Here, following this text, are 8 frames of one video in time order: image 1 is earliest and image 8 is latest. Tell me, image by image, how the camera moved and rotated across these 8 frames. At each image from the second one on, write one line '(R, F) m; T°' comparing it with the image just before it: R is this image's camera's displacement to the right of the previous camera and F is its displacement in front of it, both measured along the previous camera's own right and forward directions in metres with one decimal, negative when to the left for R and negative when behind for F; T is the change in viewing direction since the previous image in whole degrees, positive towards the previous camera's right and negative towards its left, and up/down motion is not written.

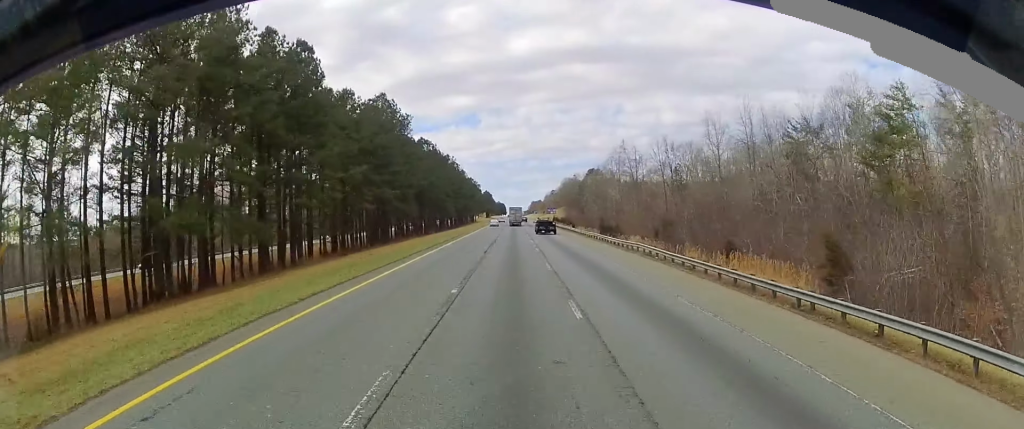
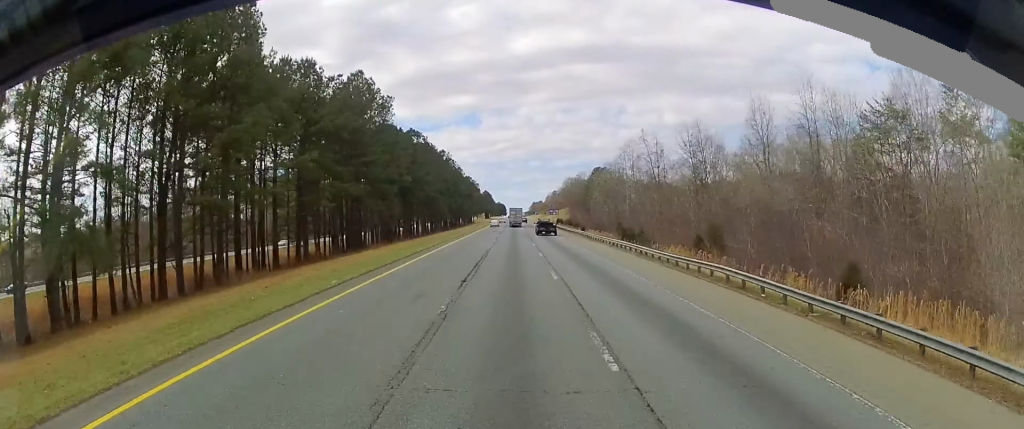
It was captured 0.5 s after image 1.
(0.0, +16.0) m; 0°
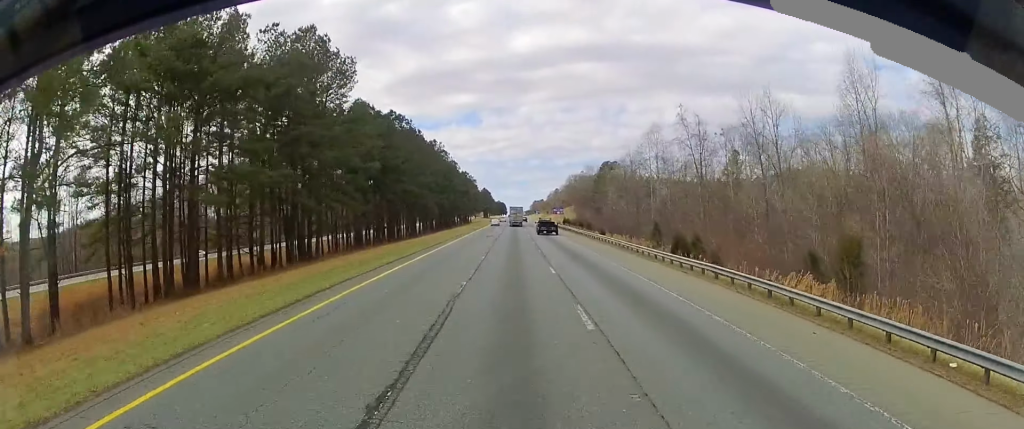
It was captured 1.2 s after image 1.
(0.0, +21.3) m; 0°
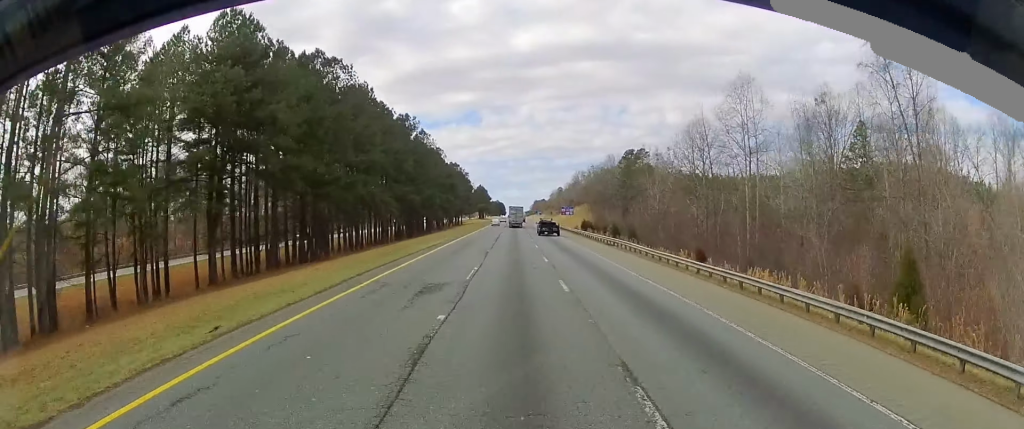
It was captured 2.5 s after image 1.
(0.0, +42.6) m; 0°
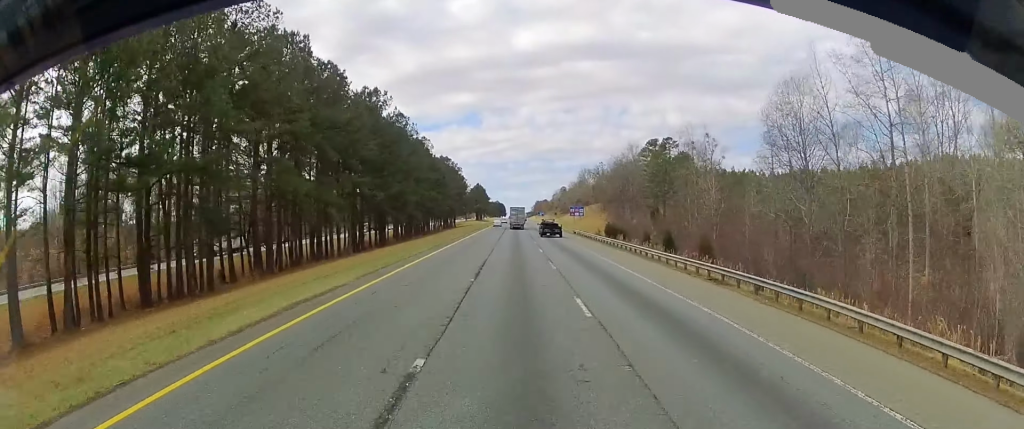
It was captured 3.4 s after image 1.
(0.0, +27.7) m; 0°
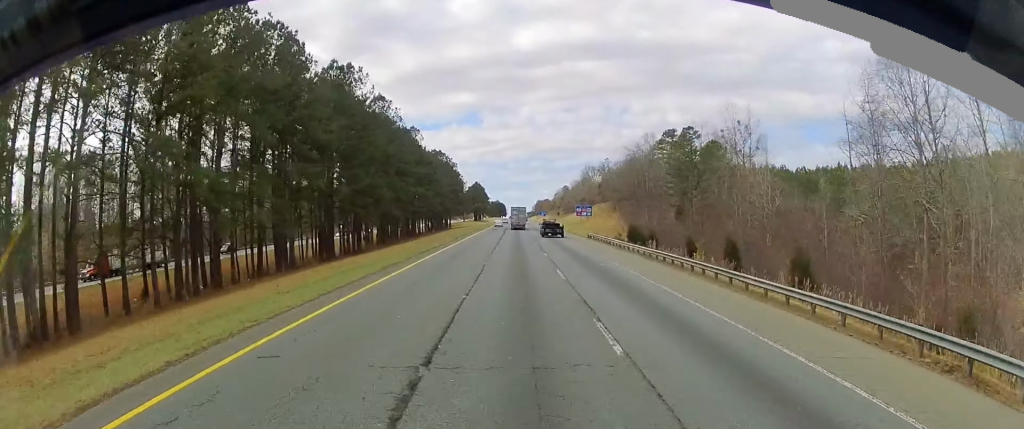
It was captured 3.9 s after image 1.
(0.0, +16.0) m; 0°
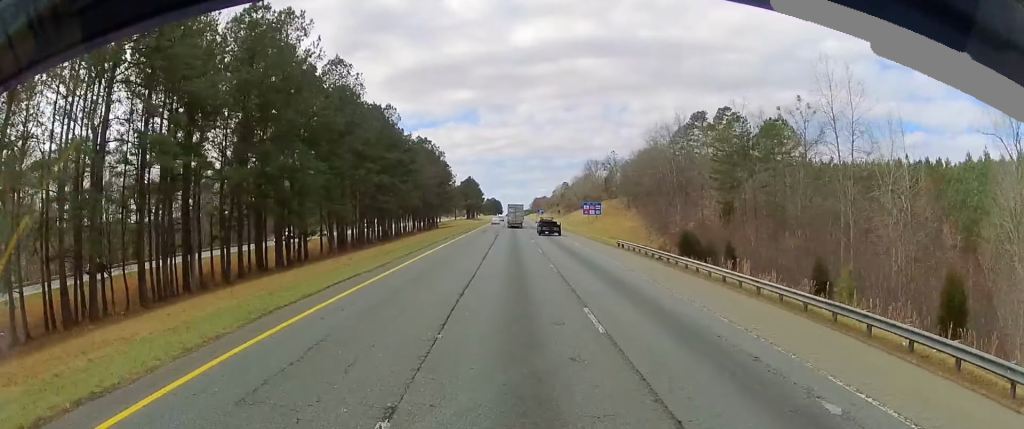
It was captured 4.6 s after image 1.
(0.0, +22.4) m; 0°
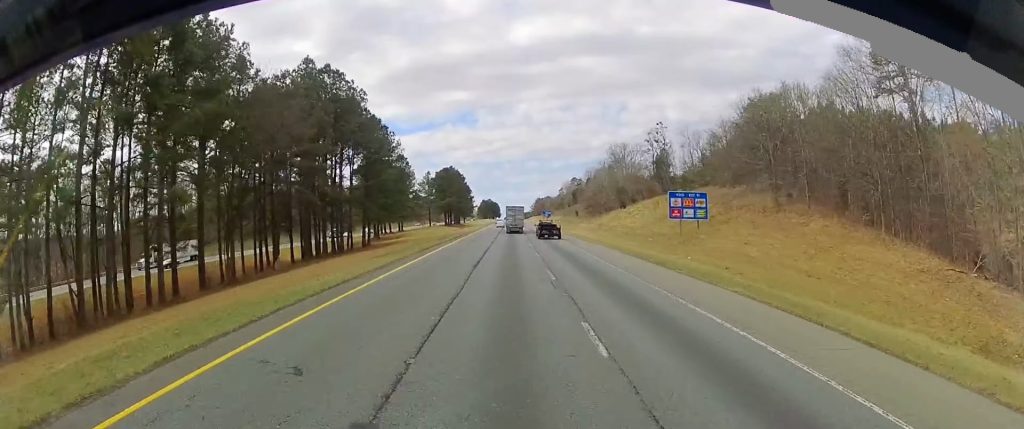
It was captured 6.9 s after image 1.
(+0.2, +74.3) m; 0°
